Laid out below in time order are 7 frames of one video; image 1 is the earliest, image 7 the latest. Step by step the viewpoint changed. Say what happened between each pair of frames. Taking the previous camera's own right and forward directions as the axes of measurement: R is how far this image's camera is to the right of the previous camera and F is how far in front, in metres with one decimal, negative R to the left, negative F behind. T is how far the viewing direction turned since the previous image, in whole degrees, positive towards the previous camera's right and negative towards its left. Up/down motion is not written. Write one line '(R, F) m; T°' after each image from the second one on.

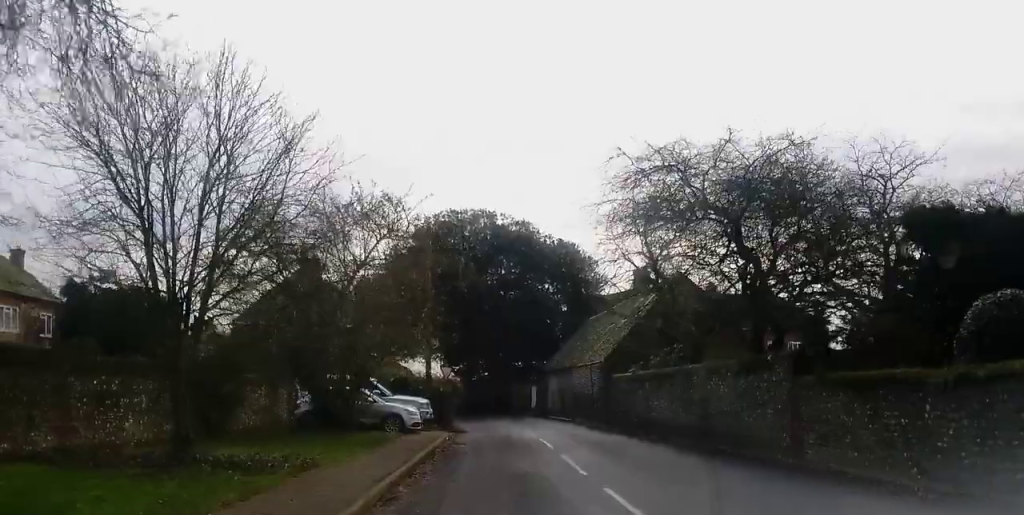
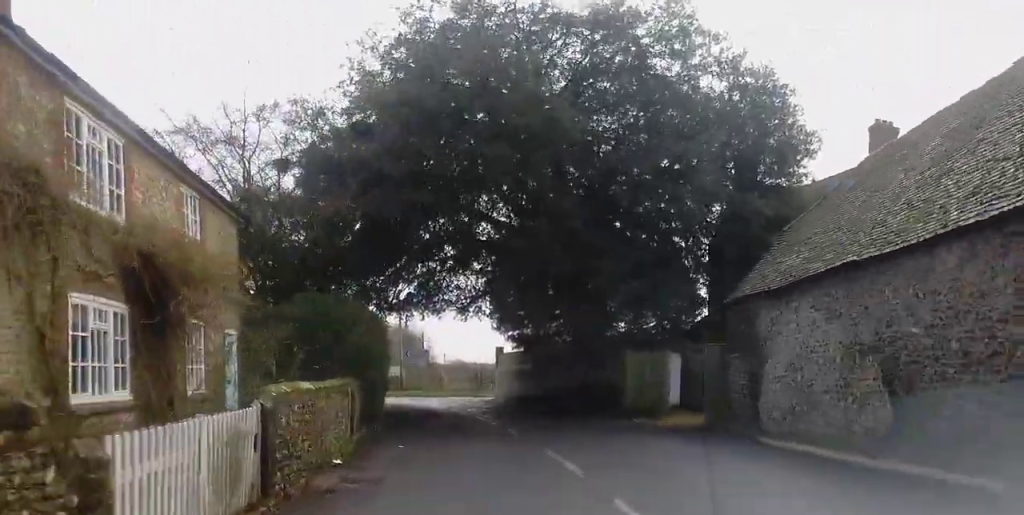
(-1.1, +31.4) m; -7°
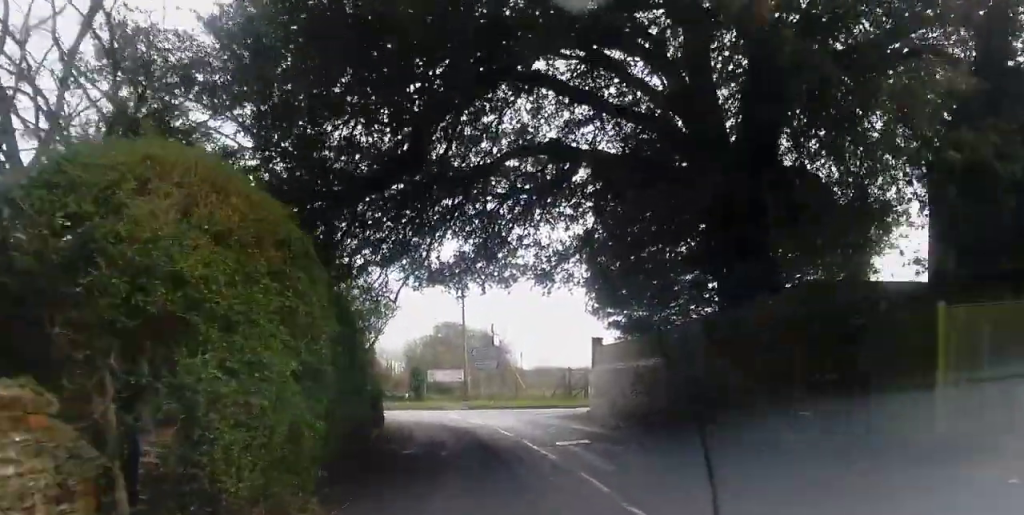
(-1.0, +13.8) m; -8°
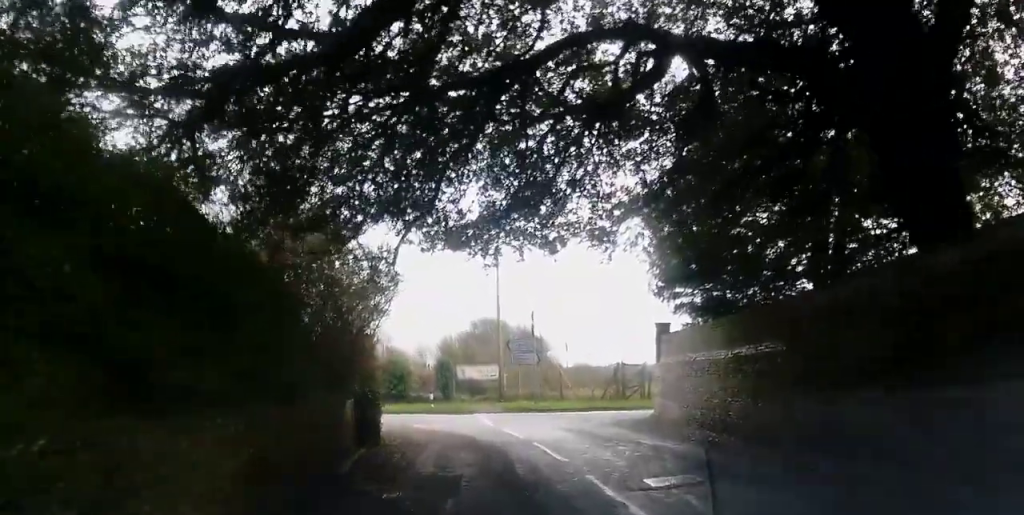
(-0.1, +6.9) m; -2°
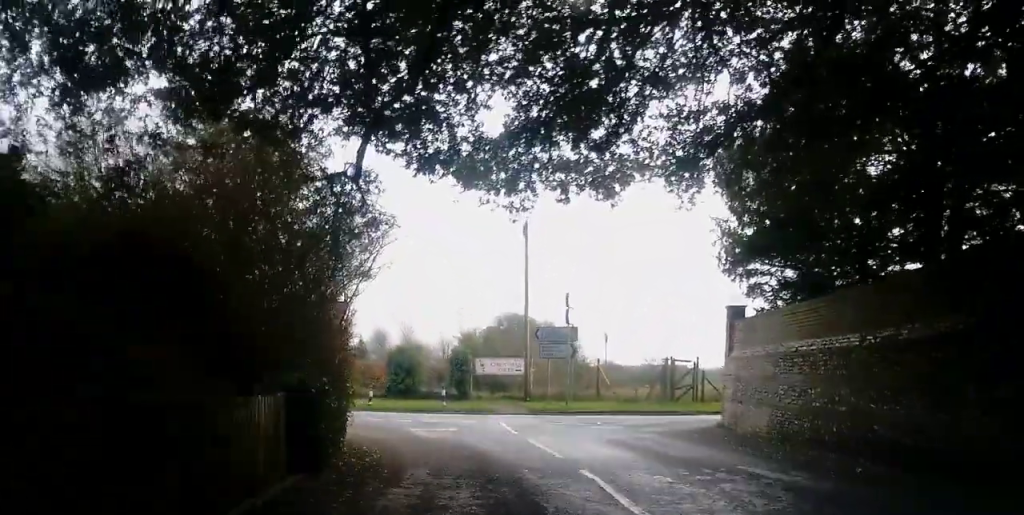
(-0.2, +5.7) m; -4°
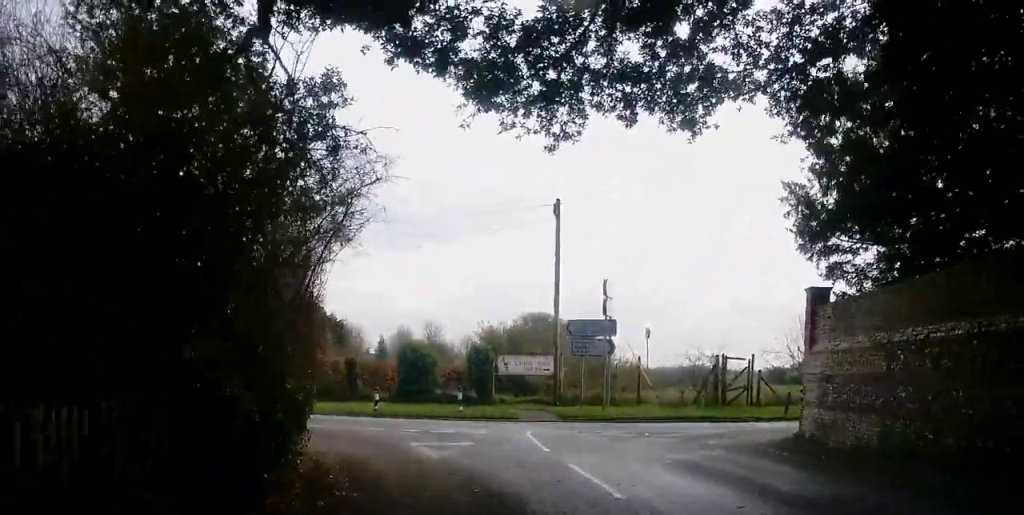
(-0.2, +3.9) m; -2°
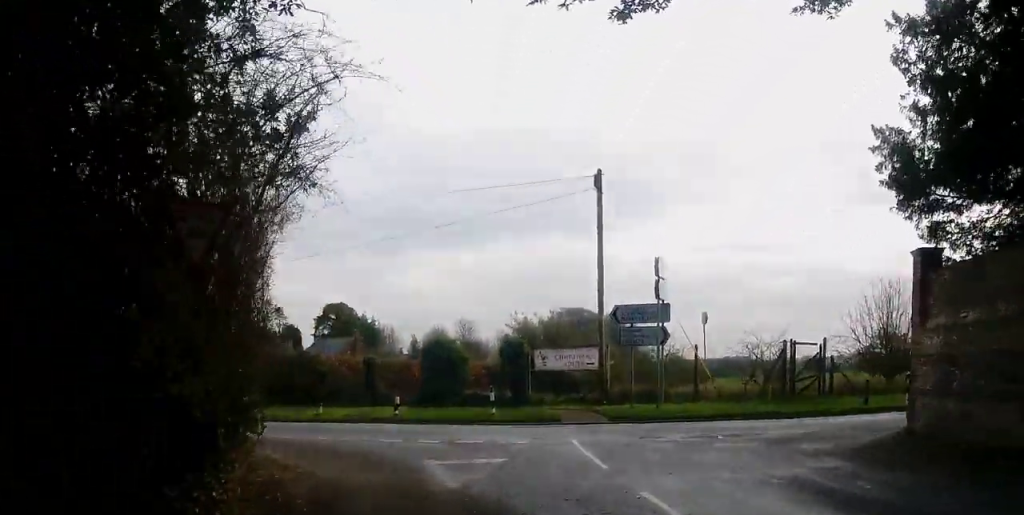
(-0.2, +3.4) m; -1°
